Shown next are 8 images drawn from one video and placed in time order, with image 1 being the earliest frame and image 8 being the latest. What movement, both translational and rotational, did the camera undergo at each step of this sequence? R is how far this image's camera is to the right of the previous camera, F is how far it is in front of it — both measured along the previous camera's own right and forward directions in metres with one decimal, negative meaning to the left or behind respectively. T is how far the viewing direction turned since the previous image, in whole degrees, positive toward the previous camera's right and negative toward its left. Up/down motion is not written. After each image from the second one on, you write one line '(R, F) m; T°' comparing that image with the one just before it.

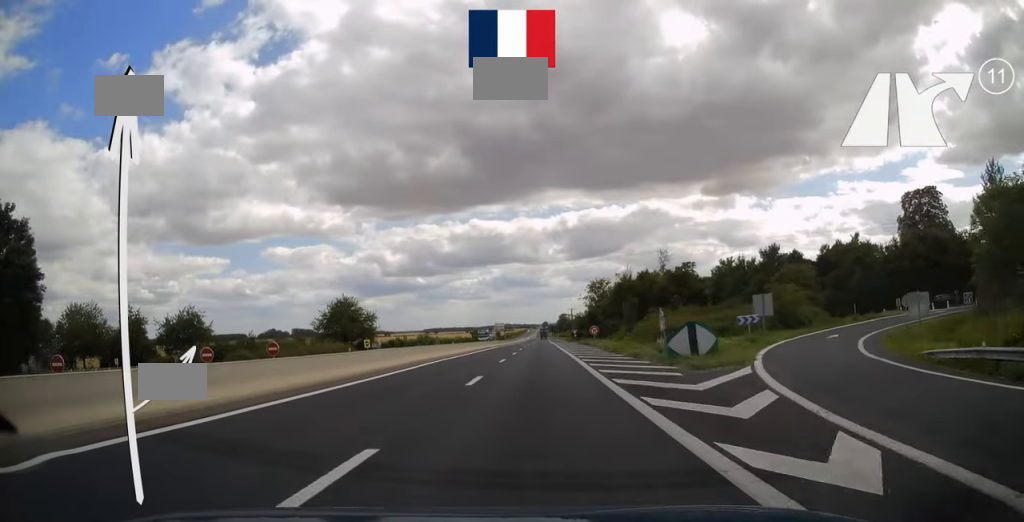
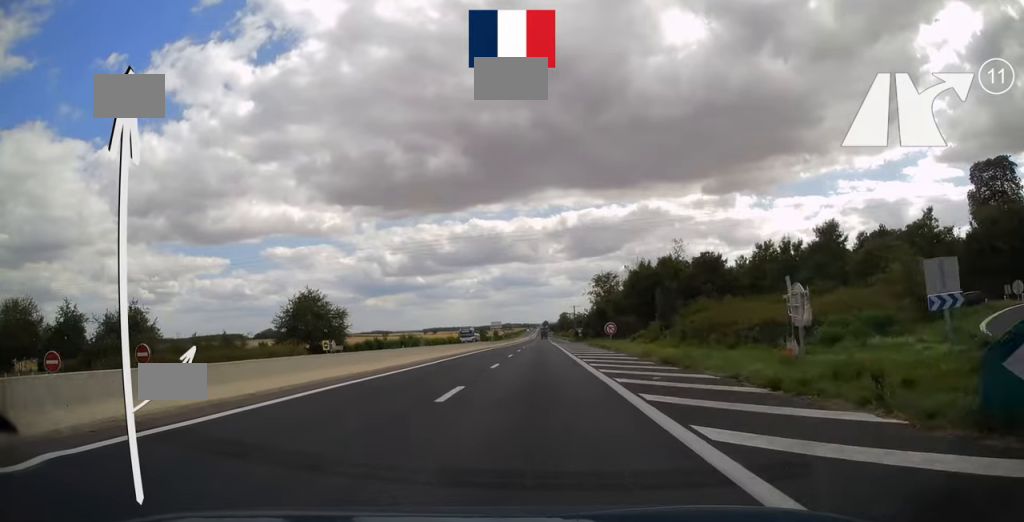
(-0.1, +17.3) m; 0°
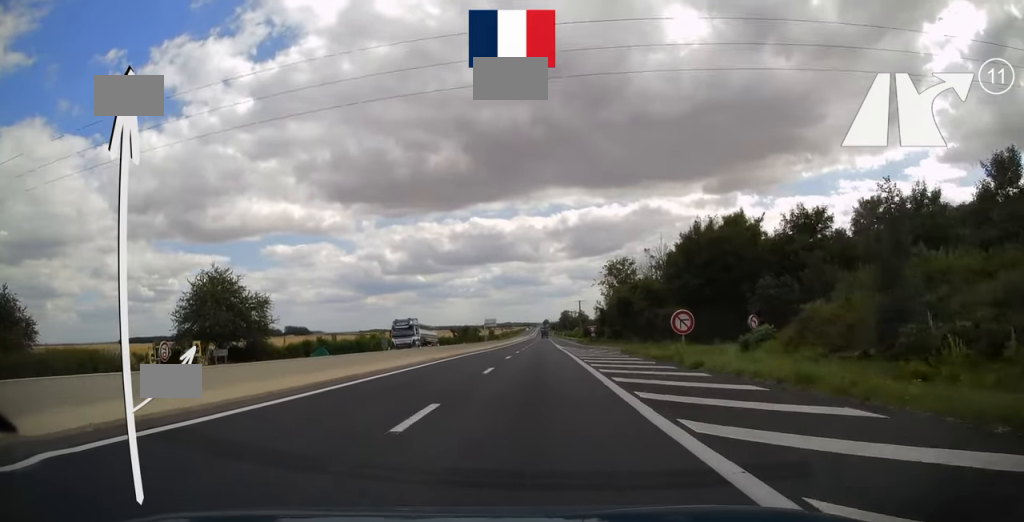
(-0.1, +28.7) m; 0°
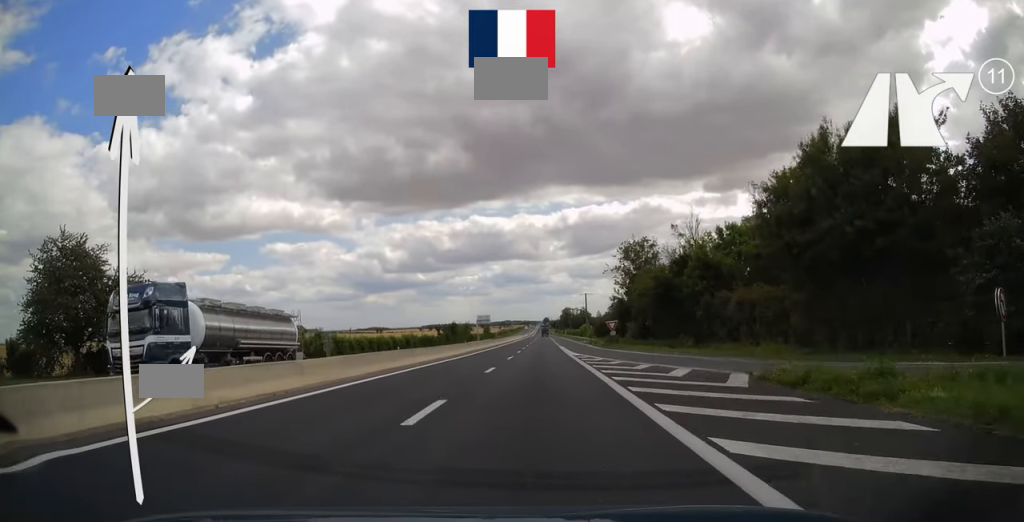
(+0.1, +24.7) m; 0°
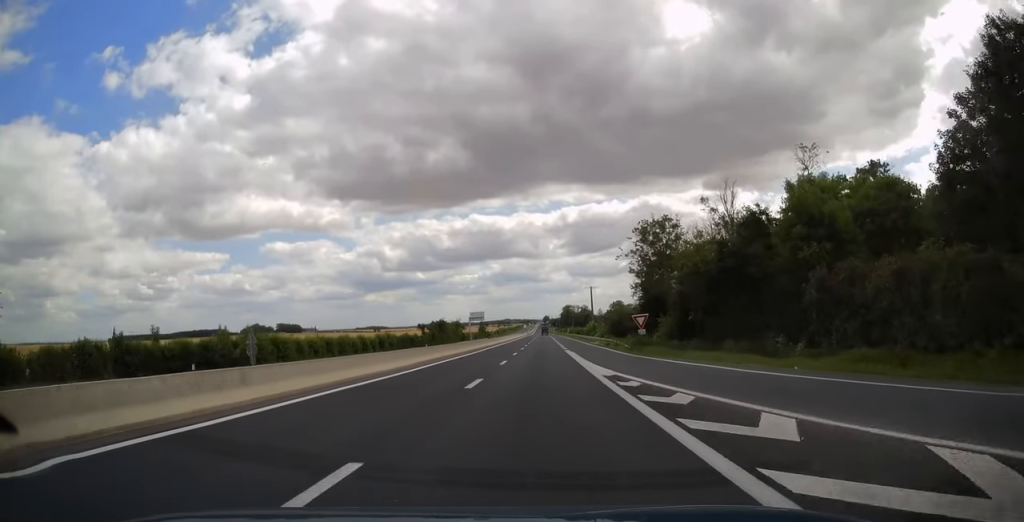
(-0.1, +18.3) m; 0°
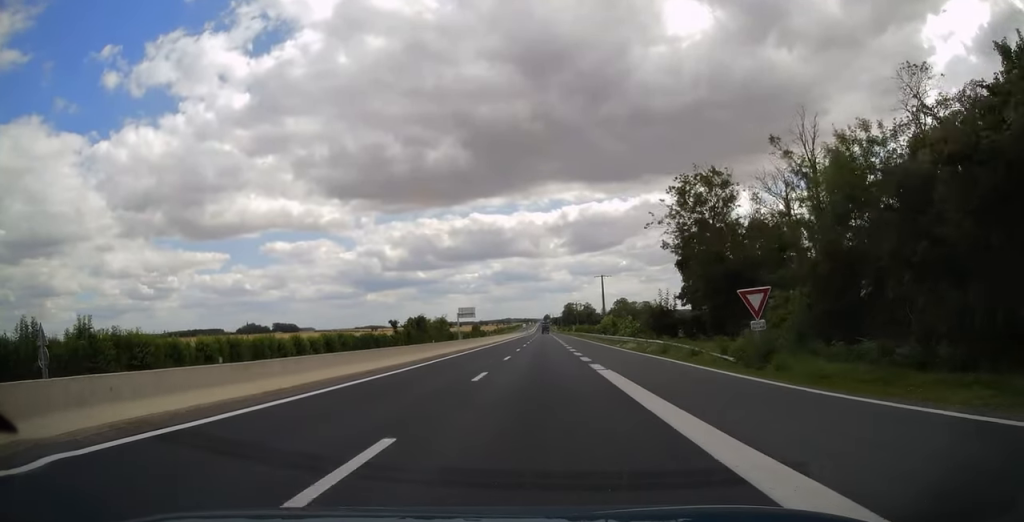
(+0.1, +24.2) m; 0°
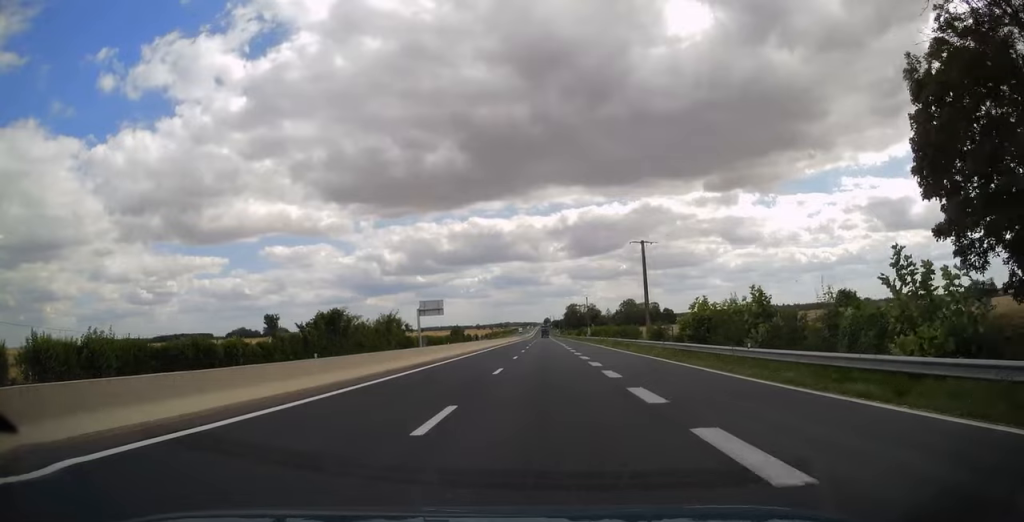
(0.0, +46.3) m; 0°
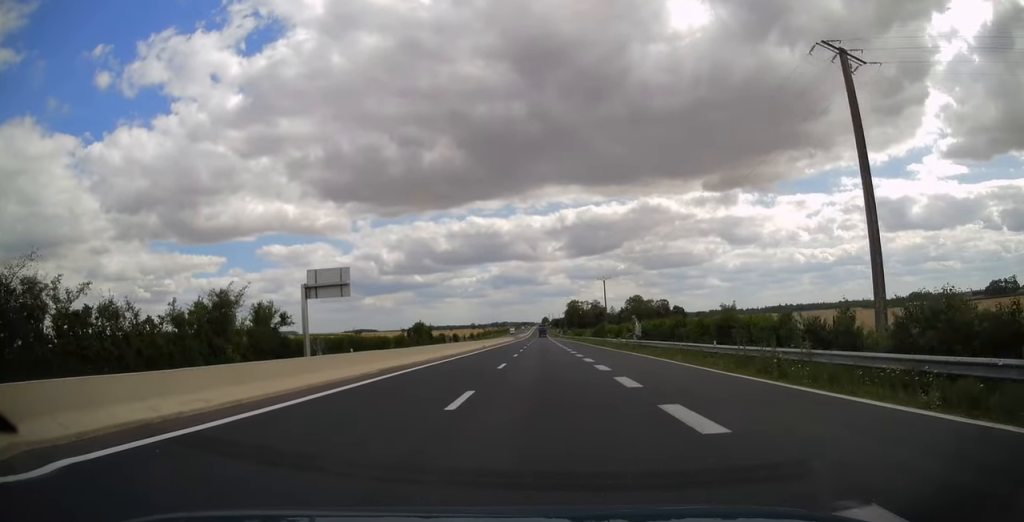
(+0.1, +47.9) m; 0°
